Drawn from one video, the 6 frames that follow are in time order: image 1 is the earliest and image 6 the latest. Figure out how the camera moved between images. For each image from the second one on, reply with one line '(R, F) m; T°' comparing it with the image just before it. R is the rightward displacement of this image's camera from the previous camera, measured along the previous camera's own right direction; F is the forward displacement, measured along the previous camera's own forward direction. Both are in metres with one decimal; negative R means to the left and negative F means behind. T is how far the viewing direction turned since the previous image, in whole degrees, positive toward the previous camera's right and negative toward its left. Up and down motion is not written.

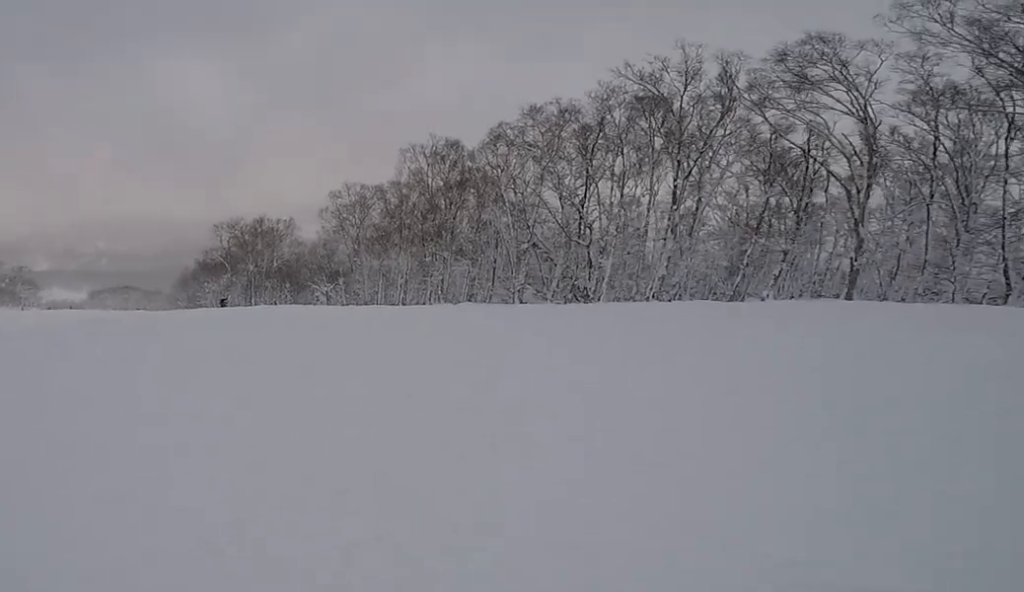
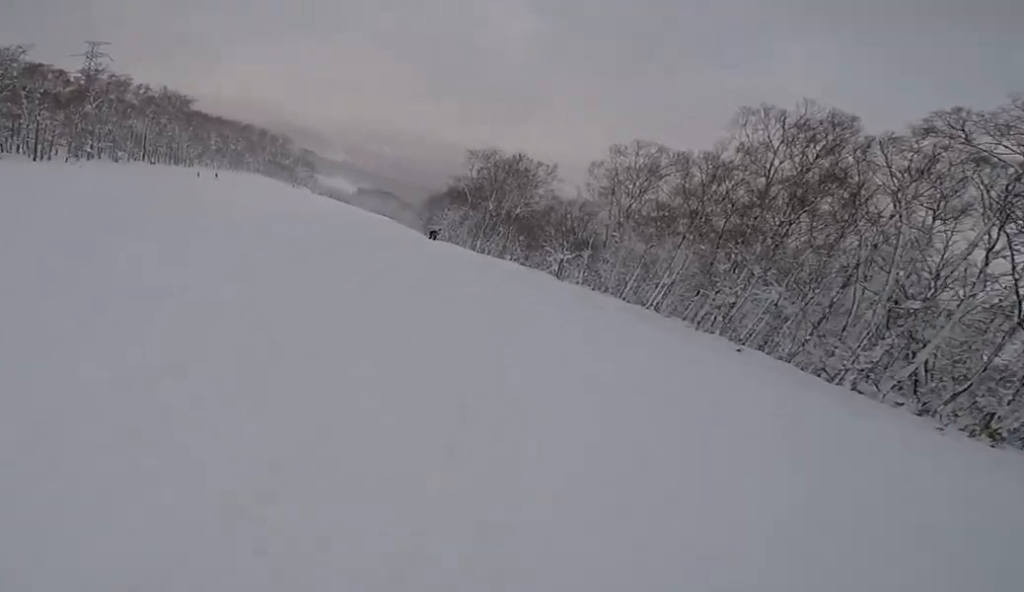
(-1.4, +11.7) m; -13°
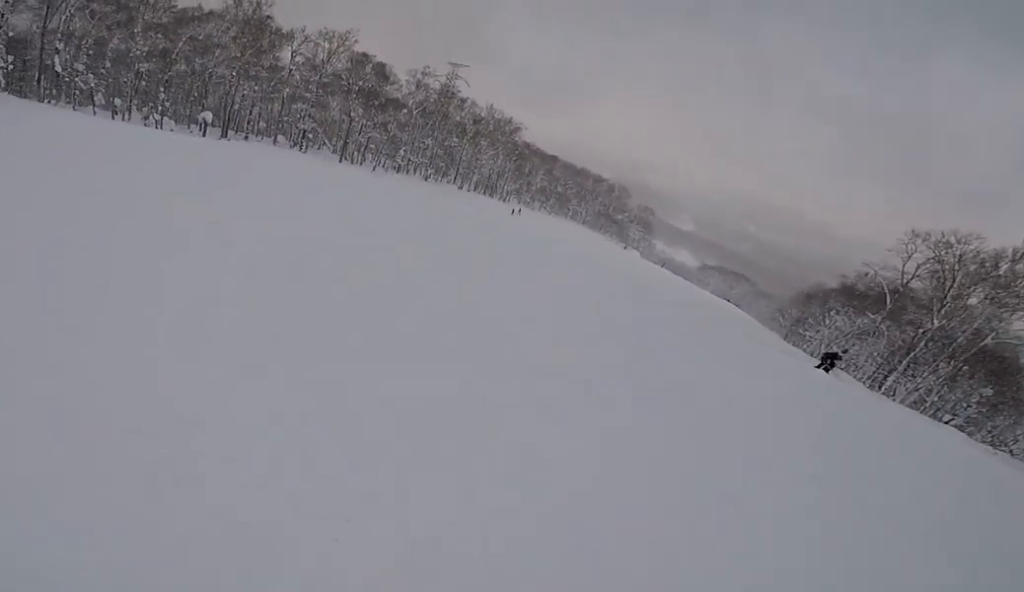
(-6.0, +15.3) m; -40°
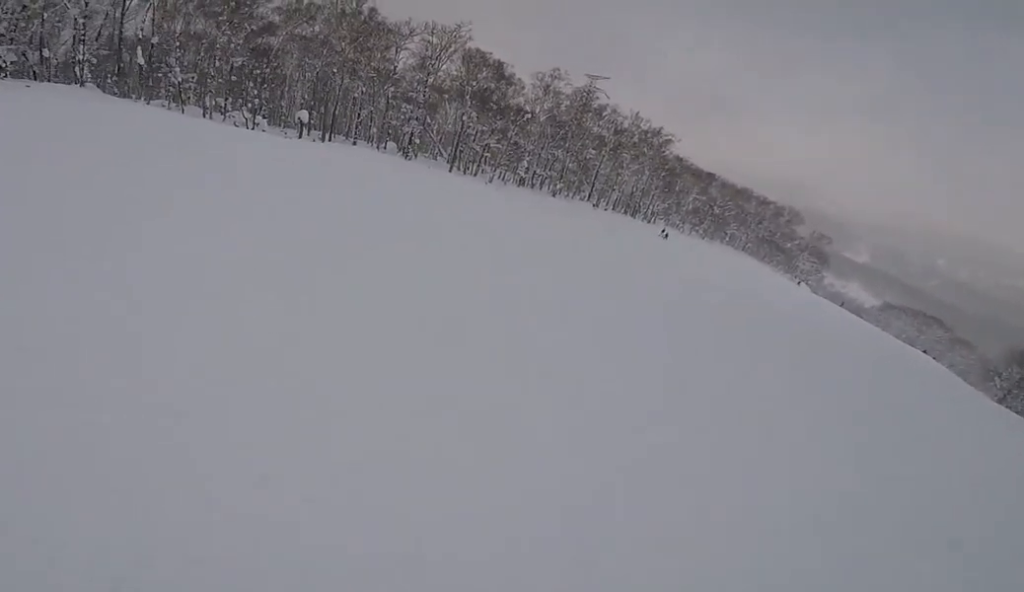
(-0.2, +7.9) m; -6°
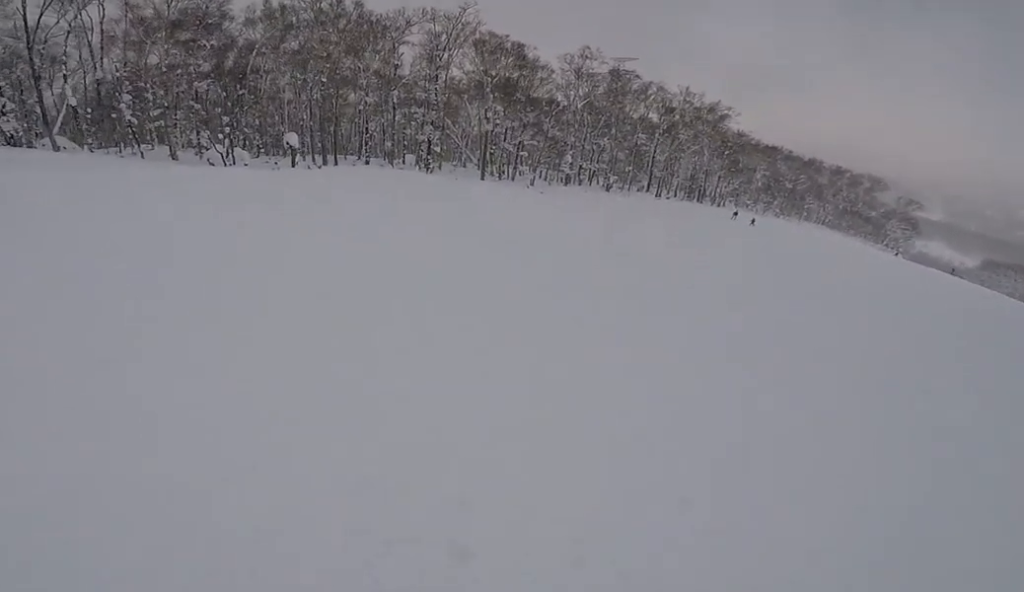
(-0.6, +8.9) m; +2°
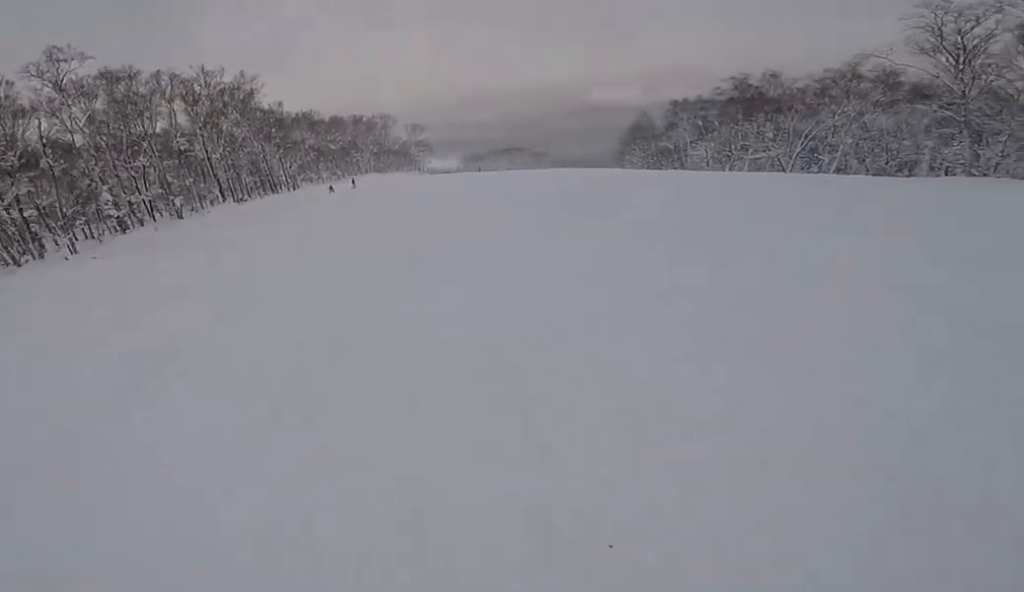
(+4.7, +17.1) m; +31°
